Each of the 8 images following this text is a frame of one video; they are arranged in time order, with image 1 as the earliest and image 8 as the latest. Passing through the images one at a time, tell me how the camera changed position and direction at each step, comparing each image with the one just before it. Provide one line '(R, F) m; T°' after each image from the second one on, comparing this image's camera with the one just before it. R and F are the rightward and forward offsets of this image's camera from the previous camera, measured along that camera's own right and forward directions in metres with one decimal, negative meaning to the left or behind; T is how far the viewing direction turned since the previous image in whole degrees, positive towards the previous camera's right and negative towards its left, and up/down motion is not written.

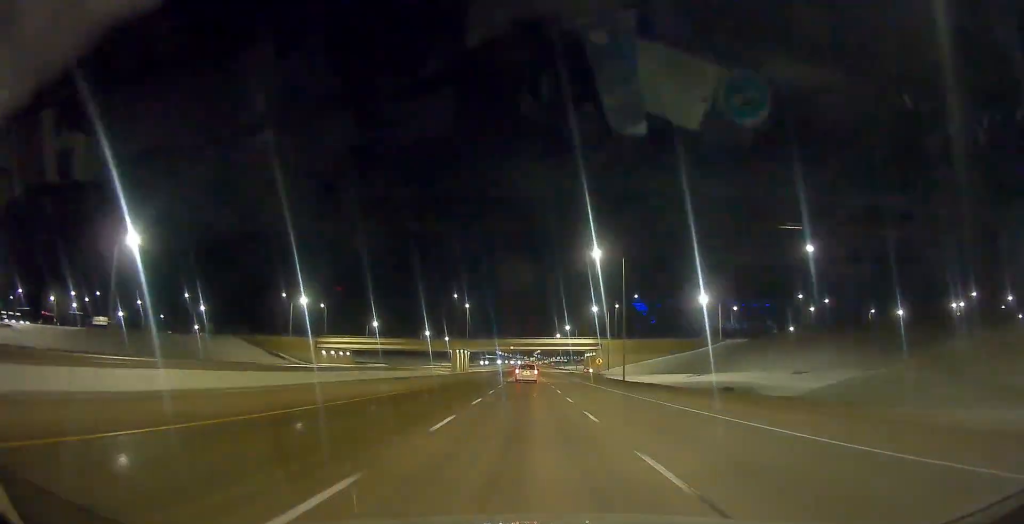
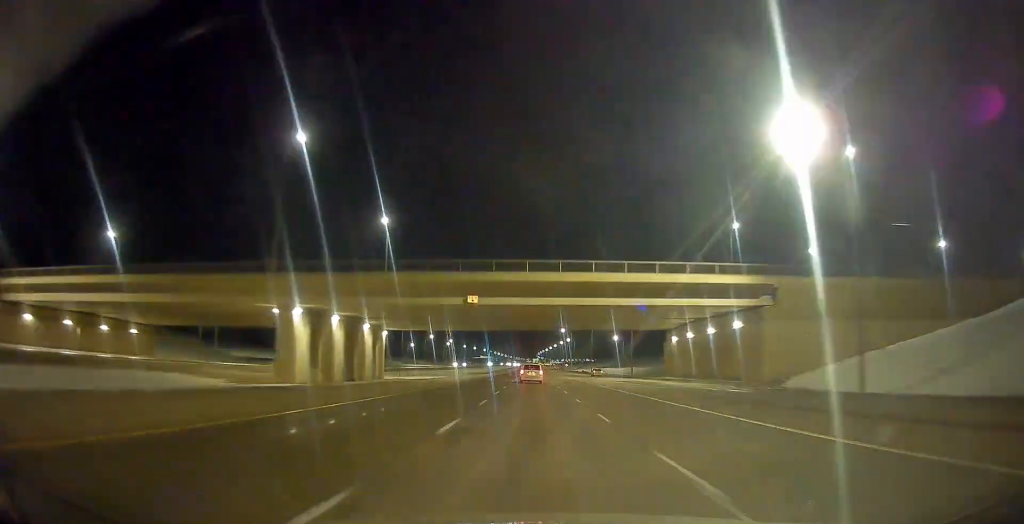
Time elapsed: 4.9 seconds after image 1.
(0.0, +110.7) m; 0°
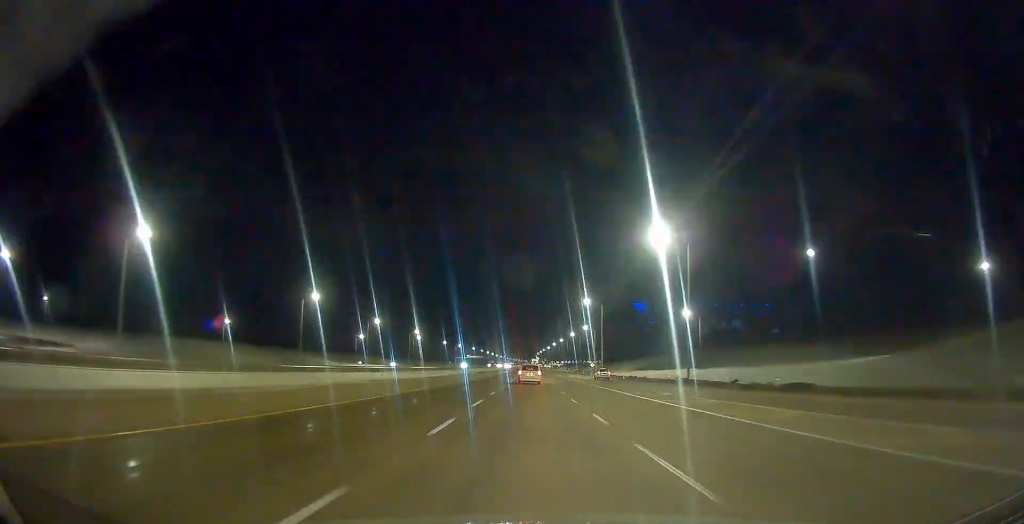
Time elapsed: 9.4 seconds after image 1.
(0.0, +93.0) m; 0°
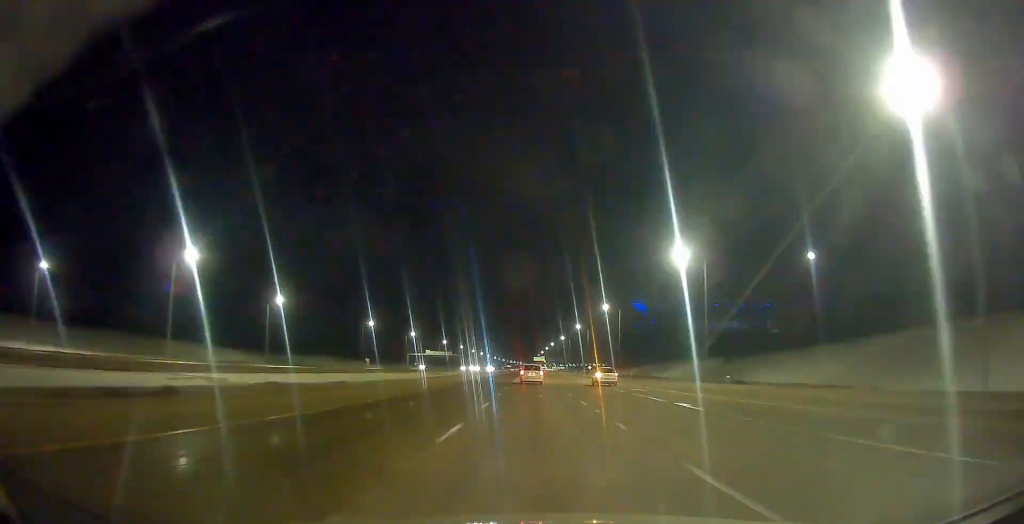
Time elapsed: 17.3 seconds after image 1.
(-0.1, +164.6) m; 0°
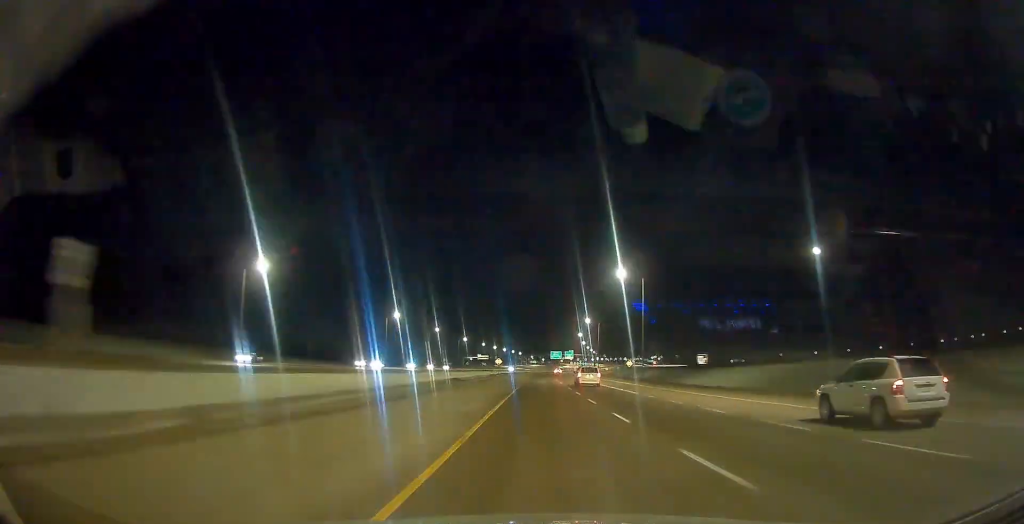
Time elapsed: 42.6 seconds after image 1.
(-0.9, +956.6) m; +1°
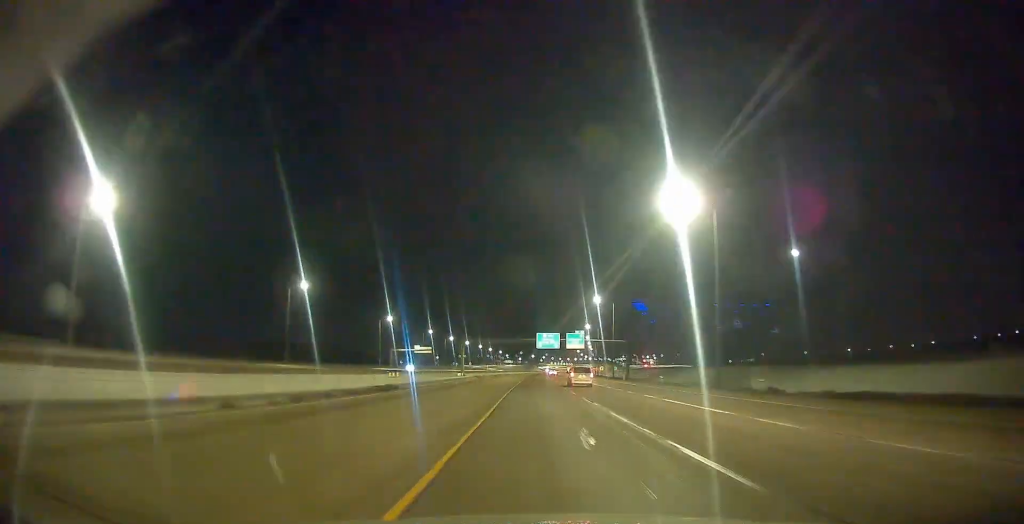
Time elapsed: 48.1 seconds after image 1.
(+3.6, +170.5) m; +2°
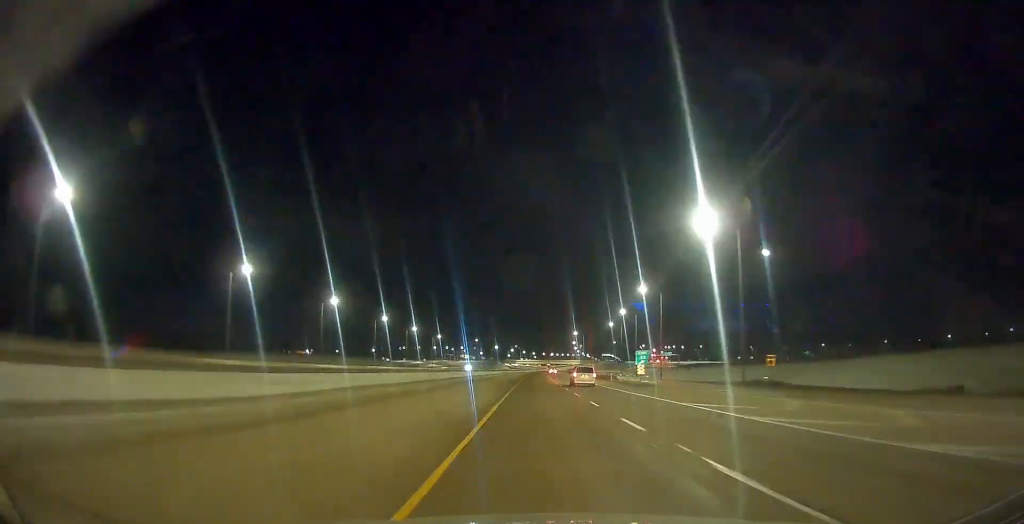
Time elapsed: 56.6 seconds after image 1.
(+7.4, +265.3) m; +3°
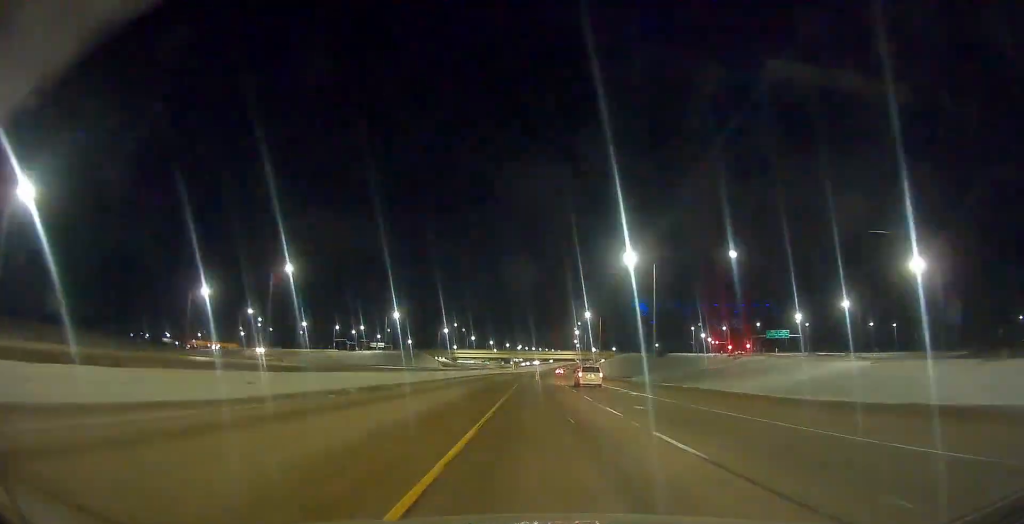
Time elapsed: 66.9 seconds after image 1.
(+11.0, +316.8) m; +4°
